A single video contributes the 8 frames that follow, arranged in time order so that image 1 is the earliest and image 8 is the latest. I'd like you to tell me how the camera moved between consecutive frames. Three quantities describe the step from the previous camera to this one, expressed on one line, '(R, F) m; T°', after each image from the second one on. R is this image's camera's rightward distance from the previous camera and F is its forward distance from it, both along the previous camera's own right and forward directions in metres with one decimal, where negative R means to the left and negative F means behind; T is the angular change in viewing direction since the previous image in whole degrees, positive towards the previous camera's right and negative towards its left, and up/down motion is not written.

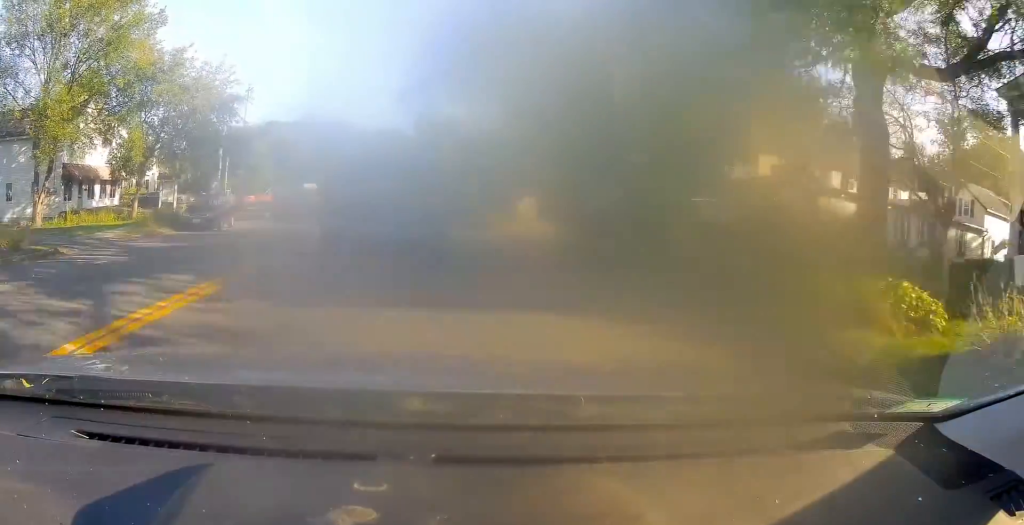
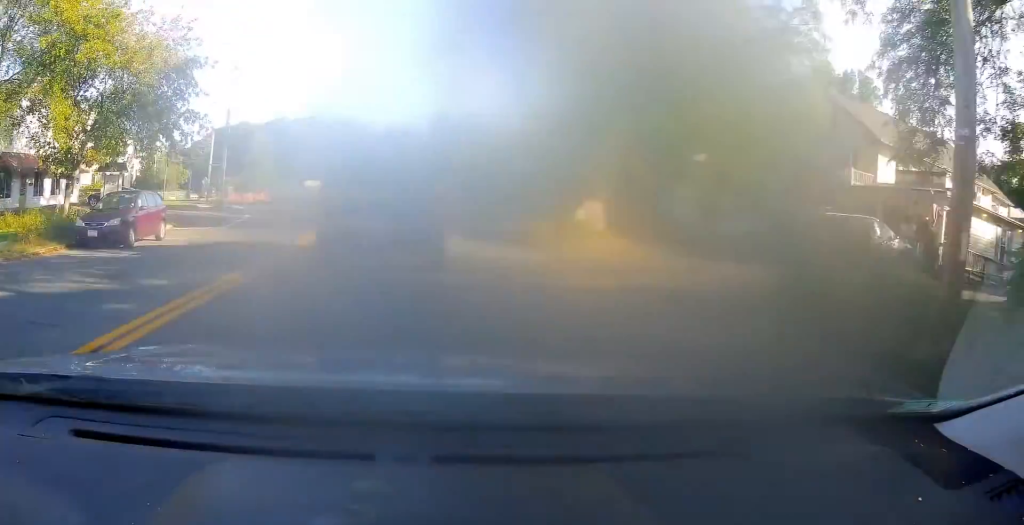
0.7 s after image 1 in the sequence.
(-2.9, +8.9) m; -11°
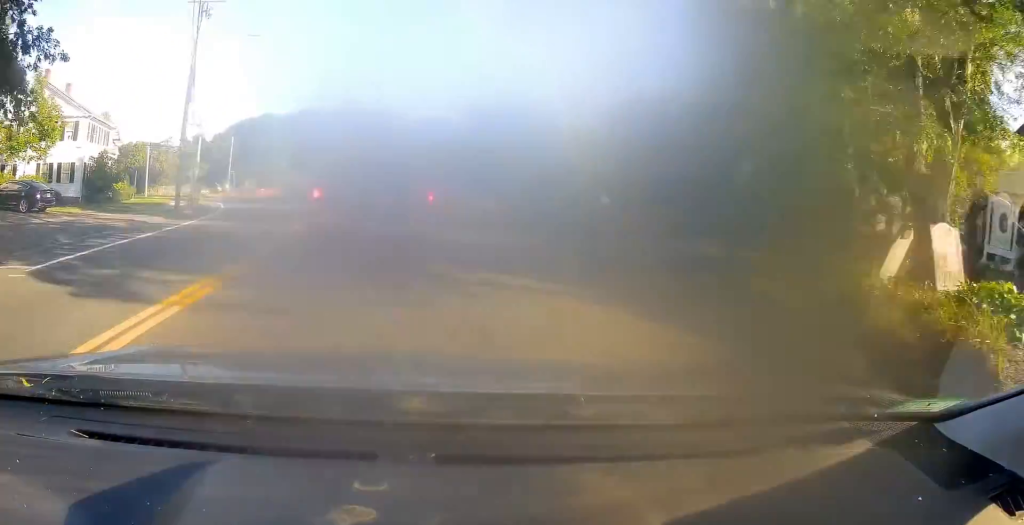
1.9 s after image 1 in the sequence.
(-1.3, +15.9) m; -2°
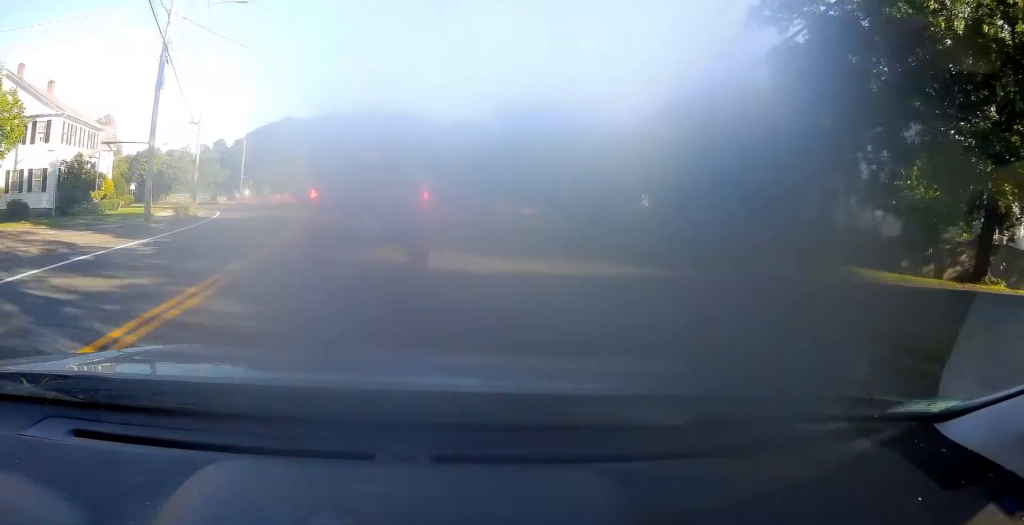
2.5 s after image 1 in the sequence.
(+0.1, +7.5) m; 0°
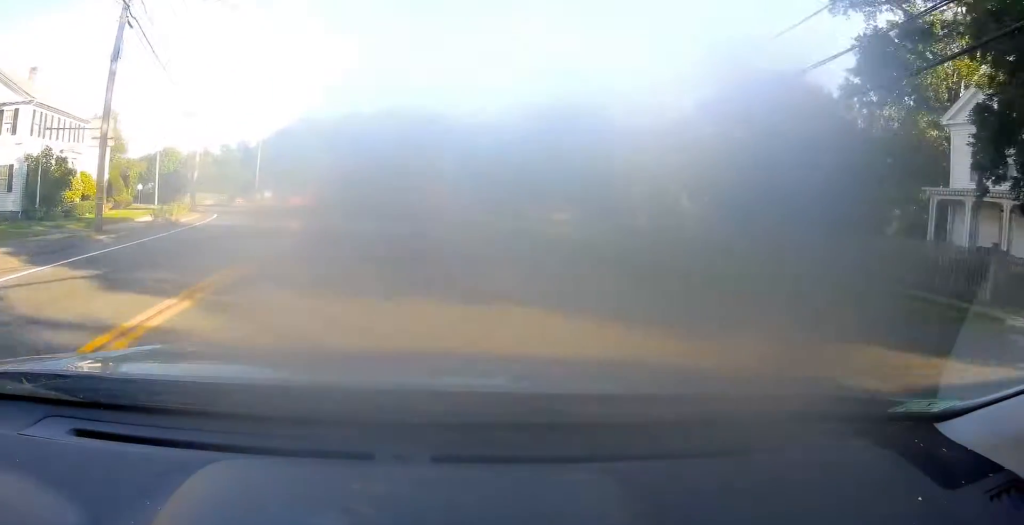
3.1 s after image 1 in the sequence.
(-0.2, +7.0) m; -2°
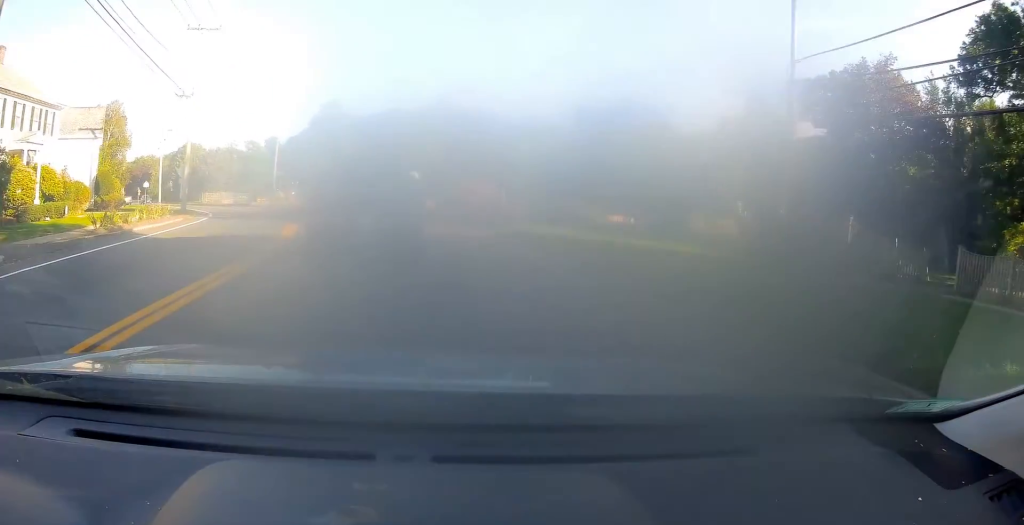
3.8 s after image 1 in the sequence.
(-0.1, +9.1) m; -3°
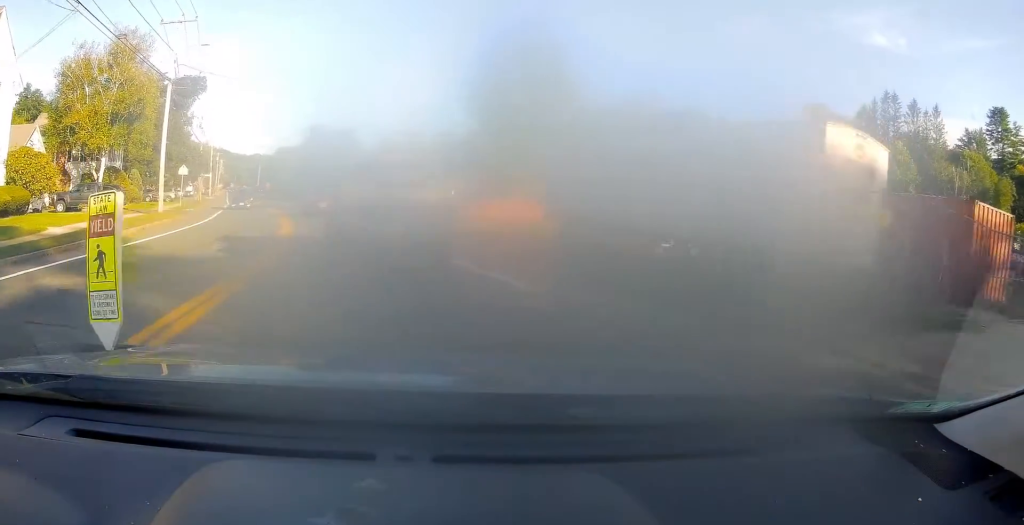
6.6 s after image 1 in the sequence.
(-5.2, +33.9) m; -19°
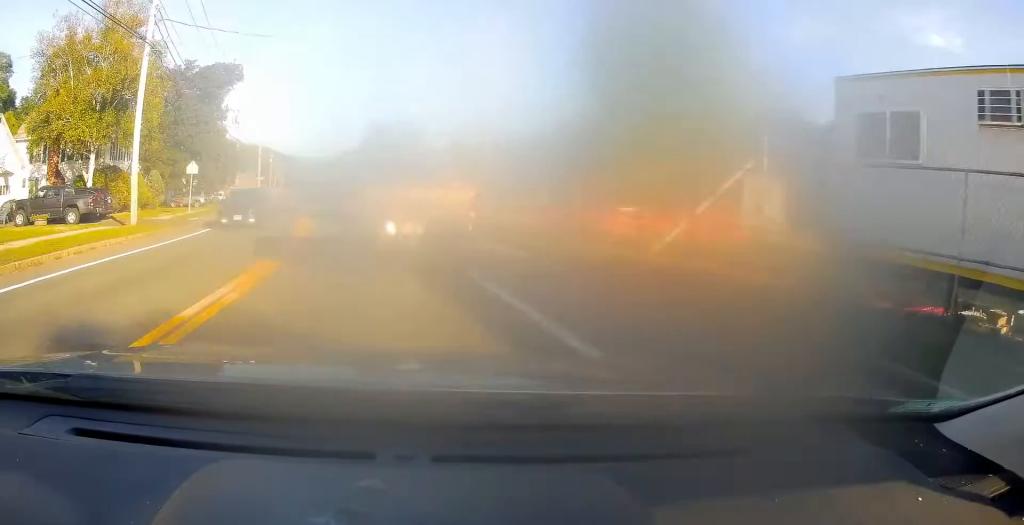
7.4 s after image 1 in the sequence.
(-0.5, +10.7) m; -6°
